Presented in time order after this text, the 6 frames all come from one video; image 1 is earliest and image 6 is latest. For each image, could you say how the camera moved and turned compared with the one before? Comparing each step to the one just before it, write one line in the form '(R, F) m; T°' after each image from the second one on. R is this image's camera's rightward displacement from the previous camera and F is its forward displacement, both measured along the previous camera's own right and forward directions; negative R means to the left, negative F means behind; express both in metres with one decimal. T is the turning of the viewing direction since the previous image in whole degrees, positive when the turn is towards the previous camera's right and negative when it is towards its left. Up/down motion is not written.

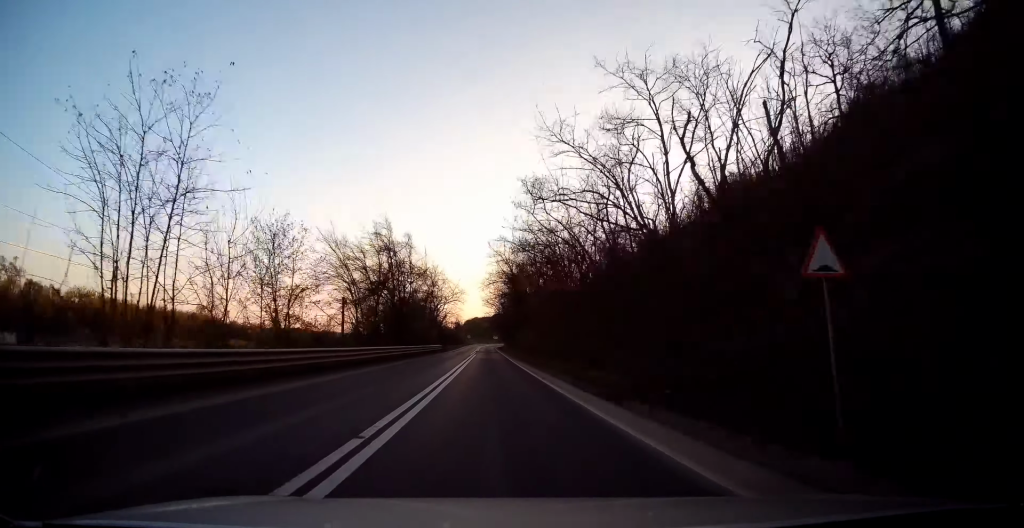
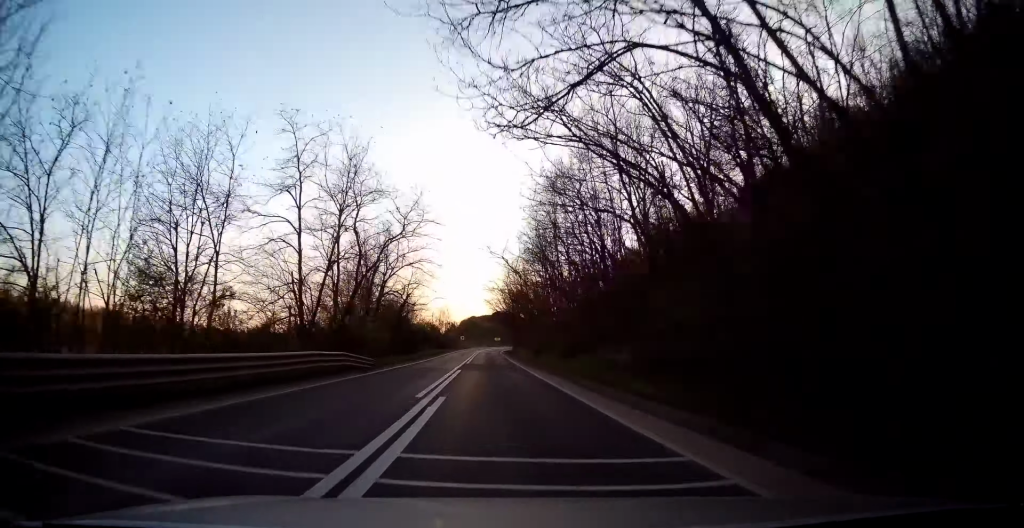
(0.0, +47.5) m; 0°
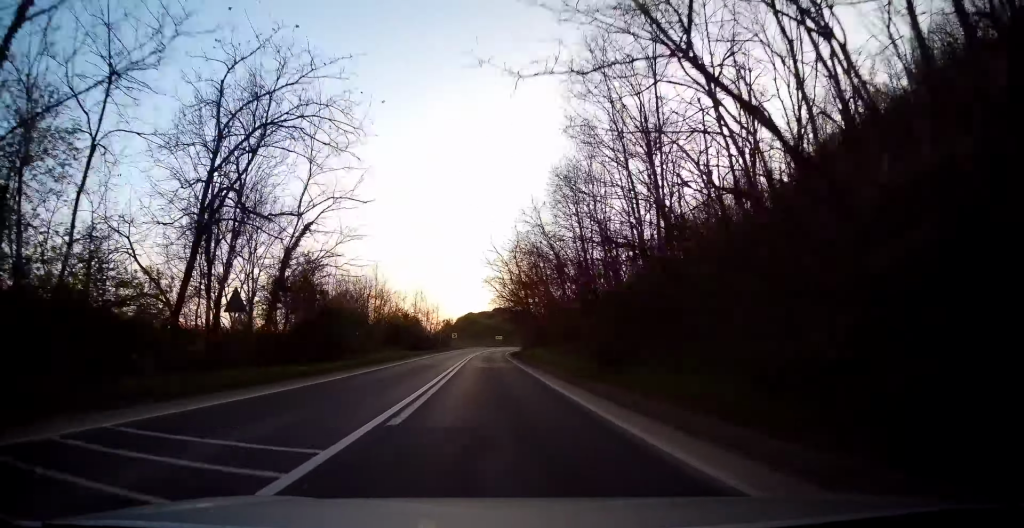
(-0.2, +30.6) m; -1°
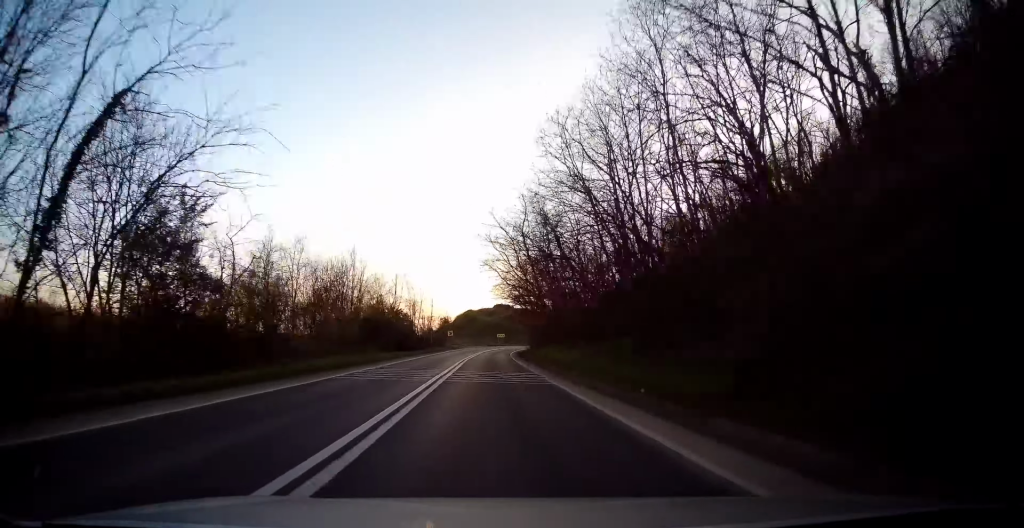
(-0.3, +13.5) m; 0°
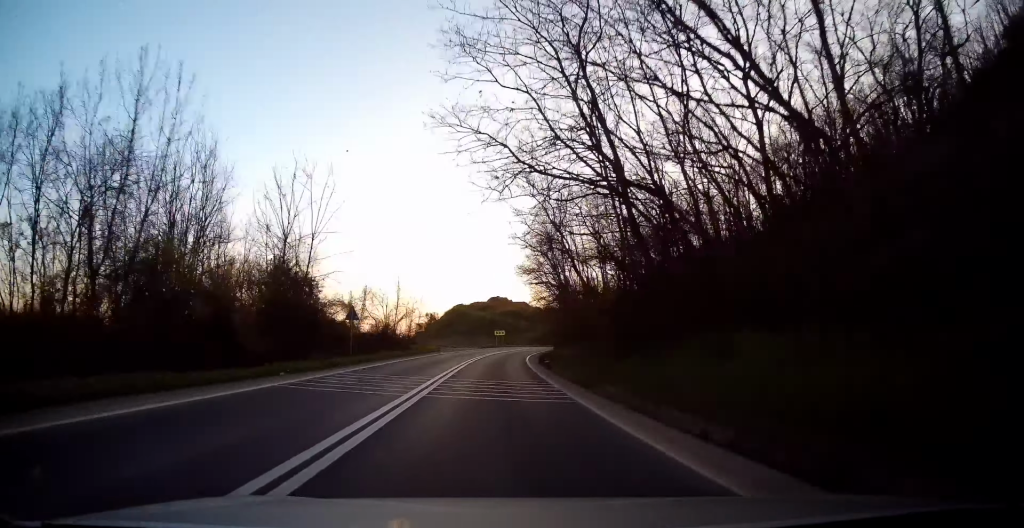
(+0.6, +35.5) m; +1°
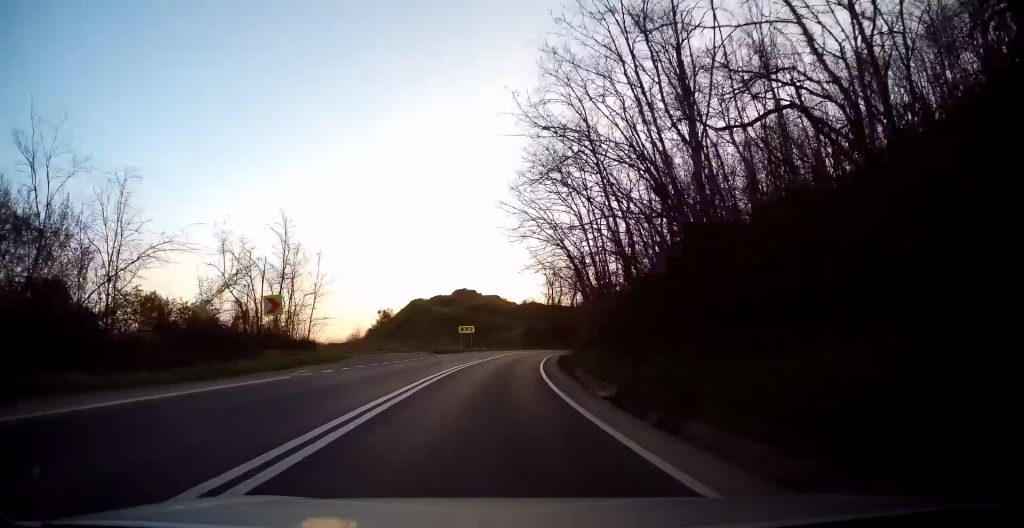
(+0.3, +33.0) m; +3°
